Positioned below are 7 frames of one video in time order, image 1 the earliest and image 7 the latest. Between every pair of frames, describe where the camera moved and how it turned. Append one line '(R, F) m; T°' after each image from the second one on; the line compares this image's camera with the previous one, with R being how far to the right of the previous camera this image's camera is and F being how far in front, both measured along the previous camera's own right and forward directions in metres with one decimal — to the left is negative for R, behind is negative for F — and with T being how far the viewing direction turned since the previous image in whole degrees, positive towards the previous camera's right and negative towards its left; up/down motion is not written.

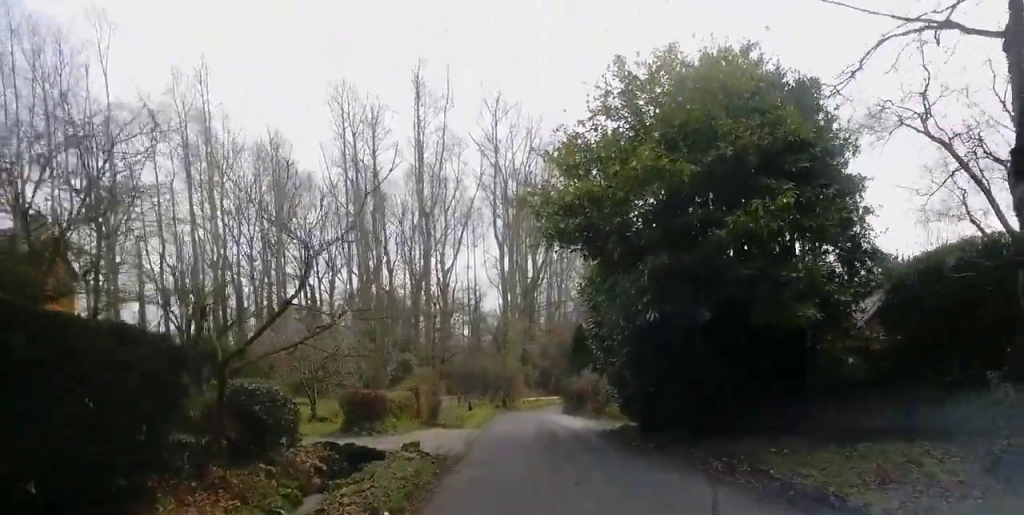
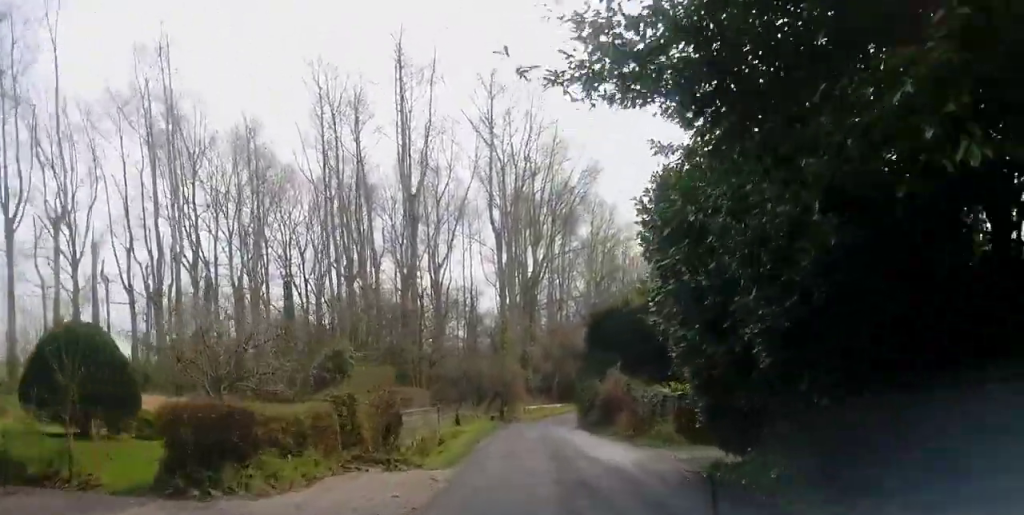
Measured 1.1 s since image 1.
(+0.1, +10.4) m; 0°
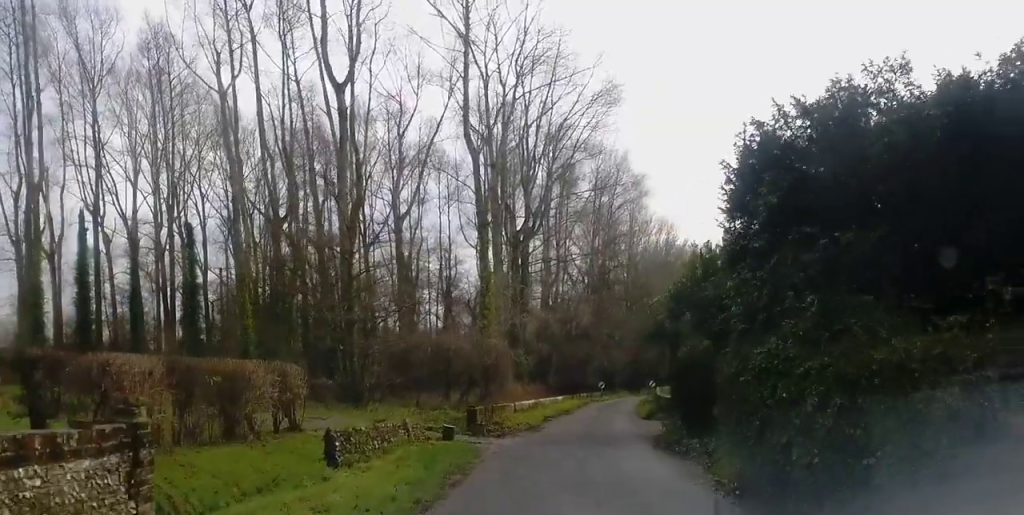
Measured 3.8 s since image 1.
(-0.2, +23.8) m; 0°
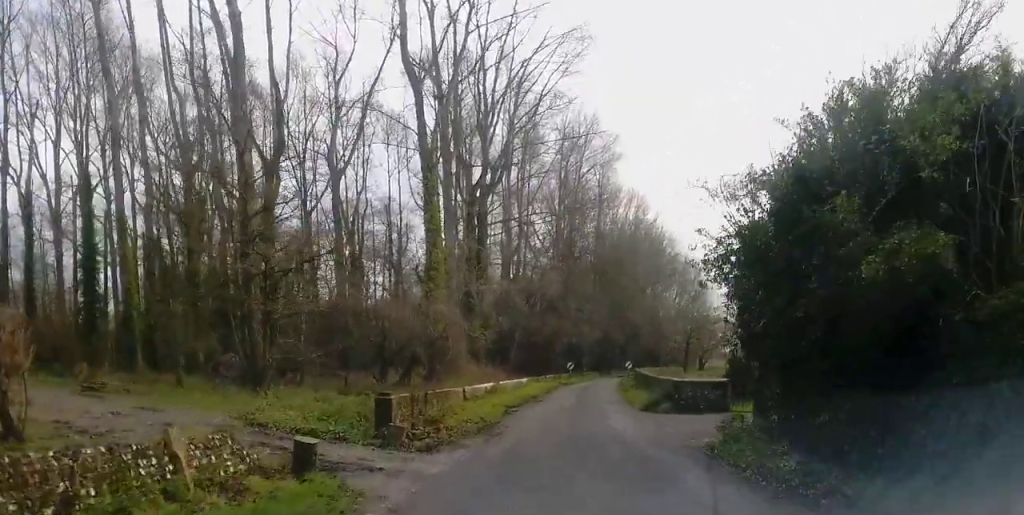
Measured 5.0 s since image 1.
(+0.2, +10.4) m; +2°
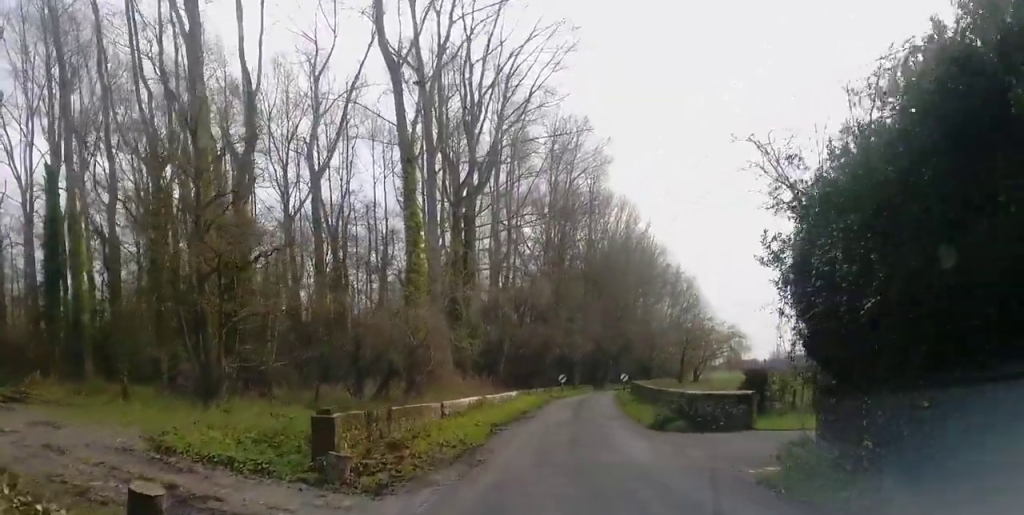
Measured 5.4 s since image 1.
(0.0, +3.8) m; +1°
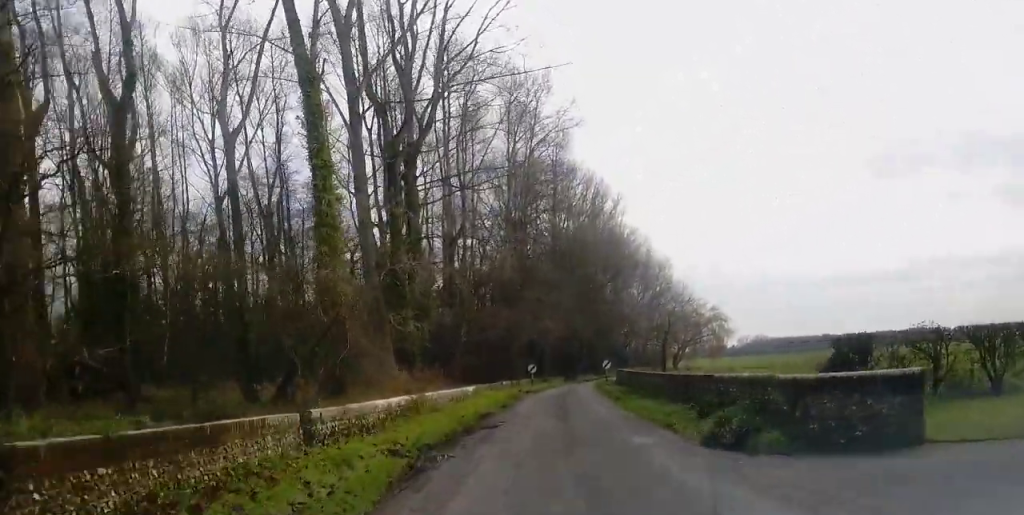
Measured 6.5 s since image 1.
(+0.2, +10.7) m; +2°
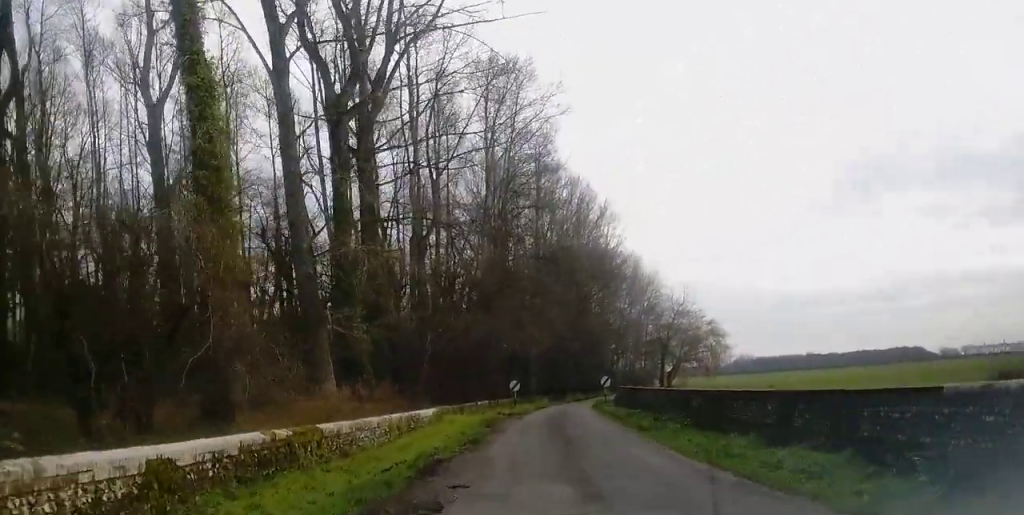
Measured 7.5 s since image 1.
(+0.2, +10.2) m; +2°
